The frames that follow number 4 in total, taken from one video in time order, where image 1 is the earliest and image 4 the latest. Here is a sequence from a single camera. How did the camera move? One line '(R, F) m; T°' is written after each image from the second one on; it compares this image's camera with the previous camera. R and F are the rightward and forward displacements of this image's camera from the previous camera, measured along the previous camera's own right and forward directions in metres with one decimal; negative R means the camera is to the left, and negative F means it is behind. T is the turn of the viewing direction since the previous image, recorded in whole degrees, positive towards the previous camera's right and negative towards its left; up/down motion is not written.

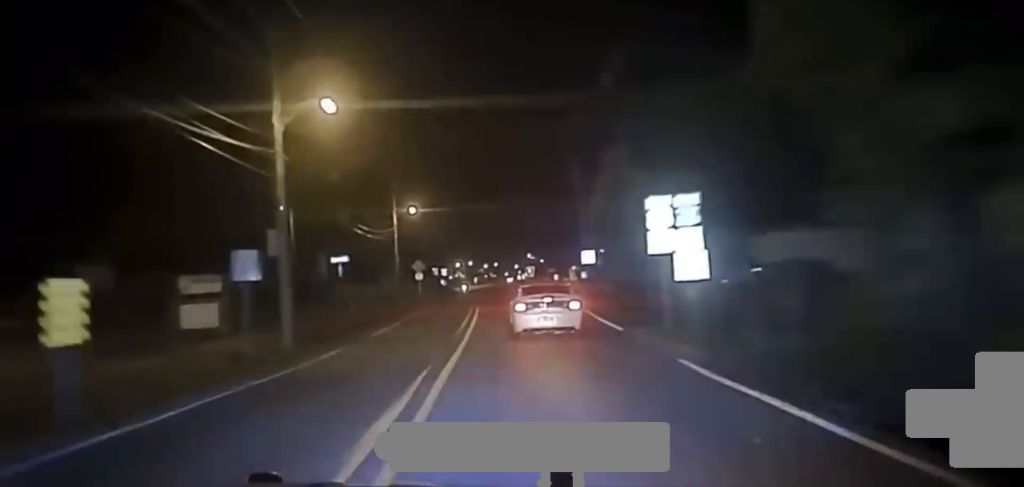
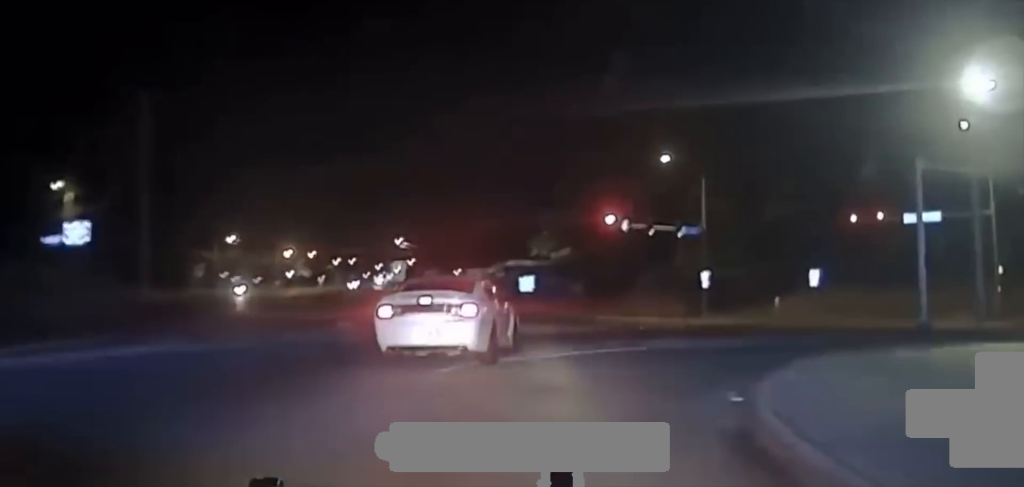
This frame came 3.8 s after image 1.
(+1.3, +107.9) m; +10°
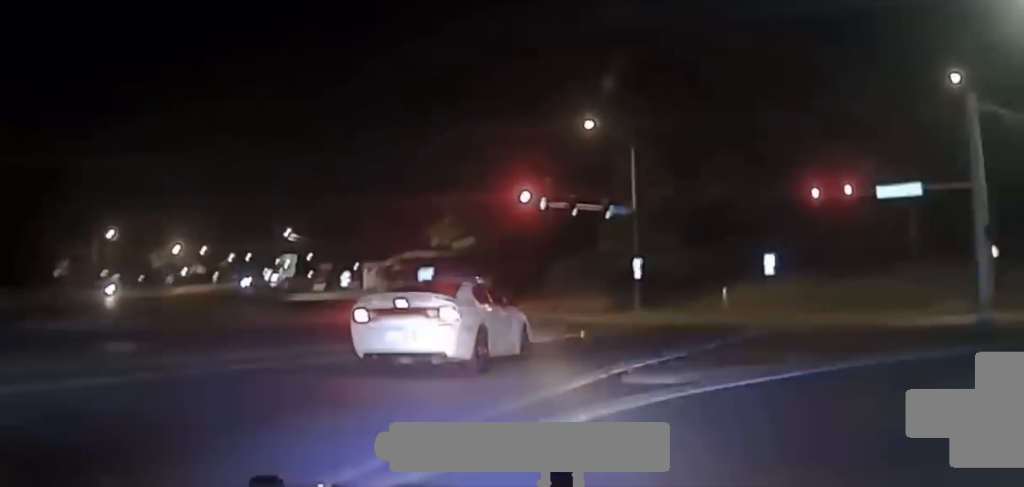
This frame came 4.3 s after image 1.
(+1.5, +10.7) m; +8°
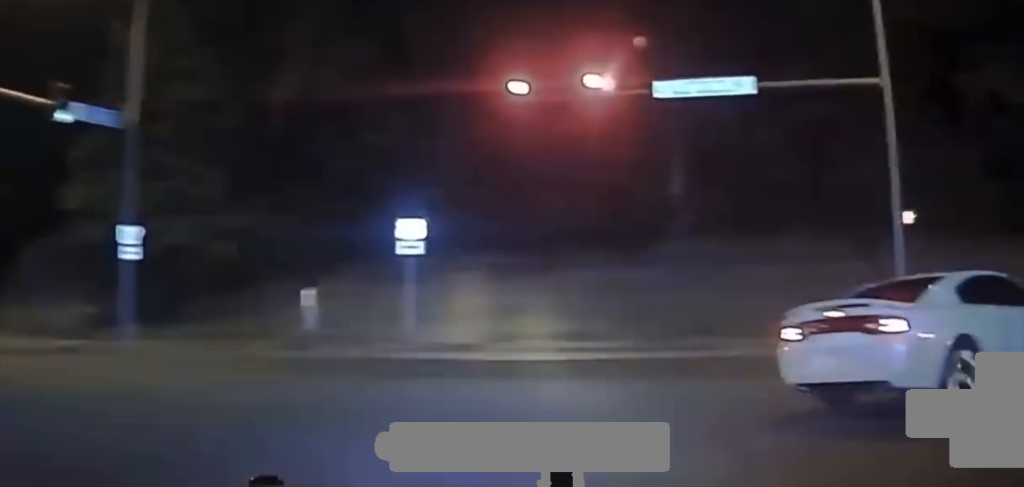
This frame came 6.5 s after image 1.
(+7.0, +28.8) m; +46°
